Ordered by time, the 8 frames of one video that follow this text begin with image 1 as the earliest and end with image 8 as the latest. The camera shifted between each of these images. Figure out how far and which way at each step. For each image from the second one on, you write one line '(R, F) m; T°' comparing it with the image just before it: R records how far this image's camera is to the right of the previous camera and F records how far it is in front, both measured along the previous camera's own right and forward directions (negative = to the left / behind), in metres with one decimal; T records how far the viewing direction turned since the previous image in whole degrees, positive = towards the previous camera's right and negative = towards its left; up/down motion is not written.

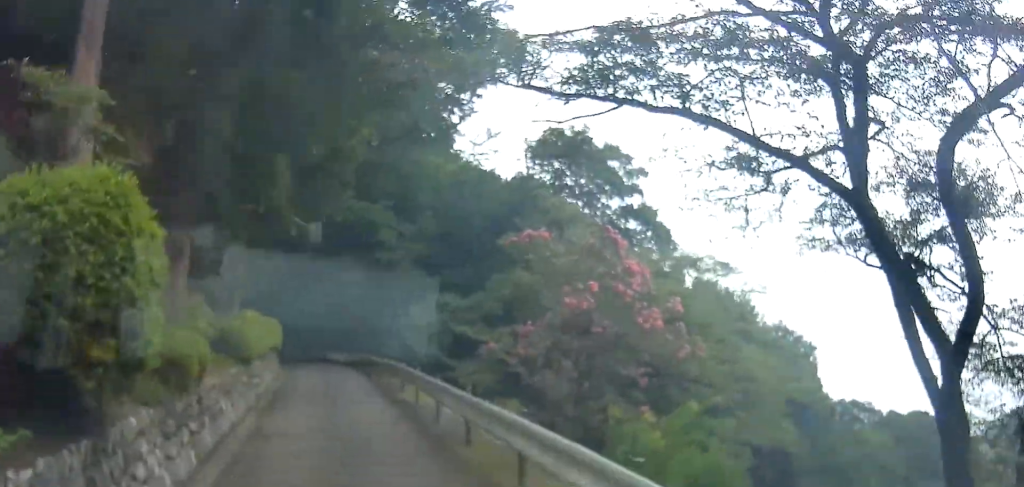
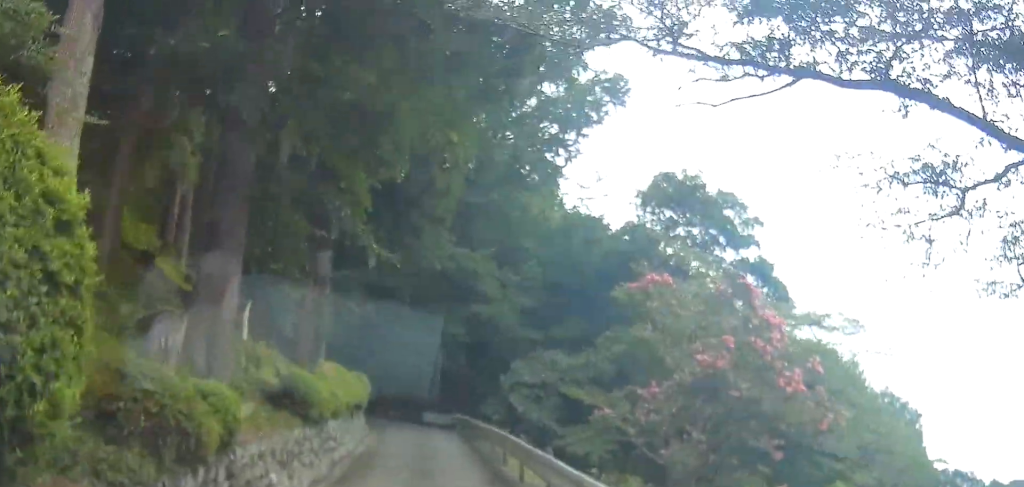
(-0.1, +3.0) m; -10°
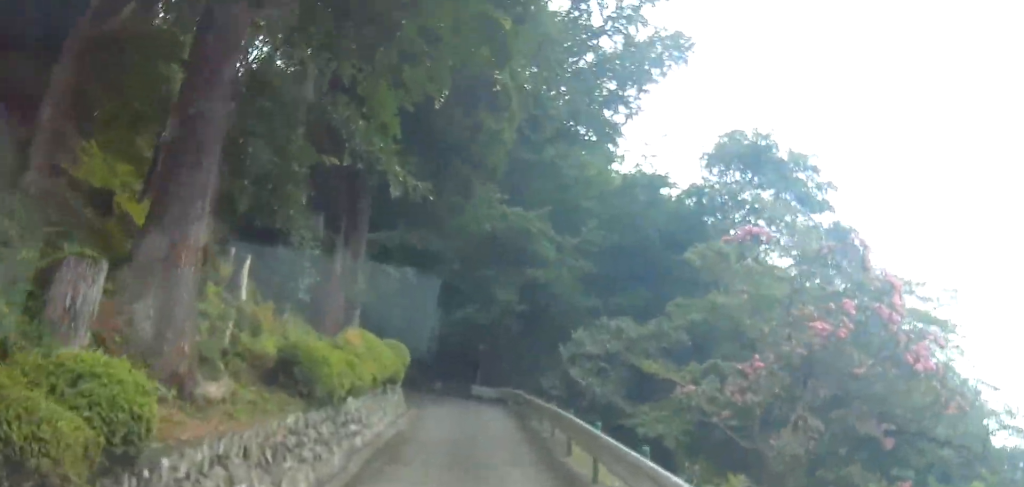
(-0.6, +3.4) m; -4°
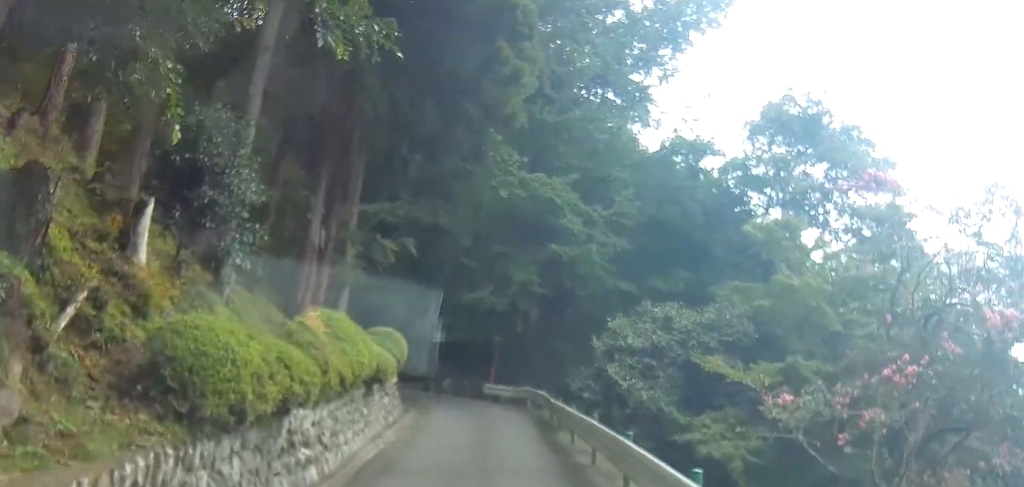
(+0.2, +4.6) m; +4°
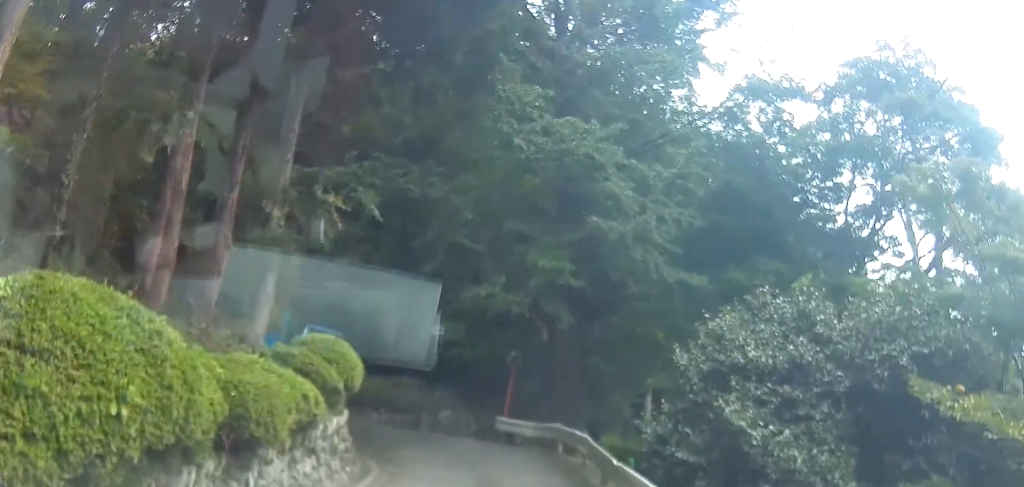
(+0.2, +8.0) m; -5°
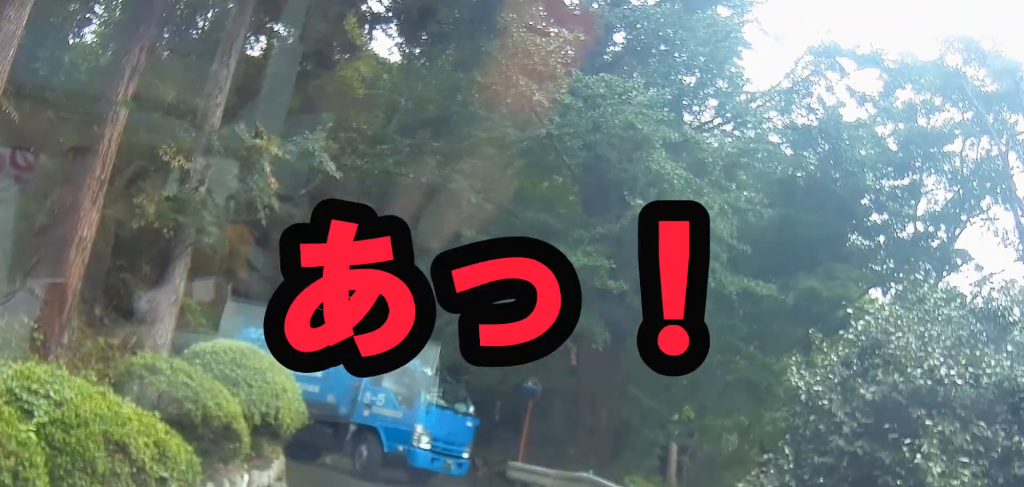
(-1.1, +5.0) m; -26°
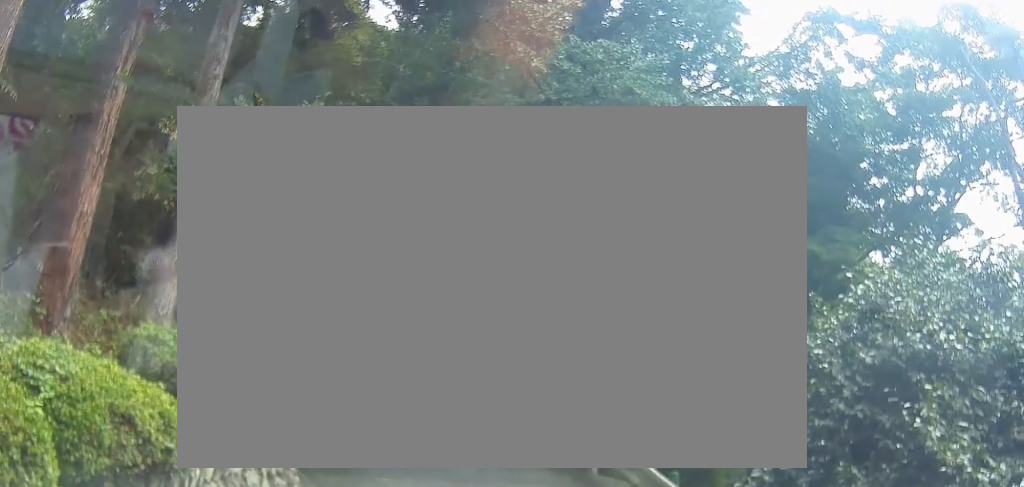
(-0.2, +1.3) m; -6°
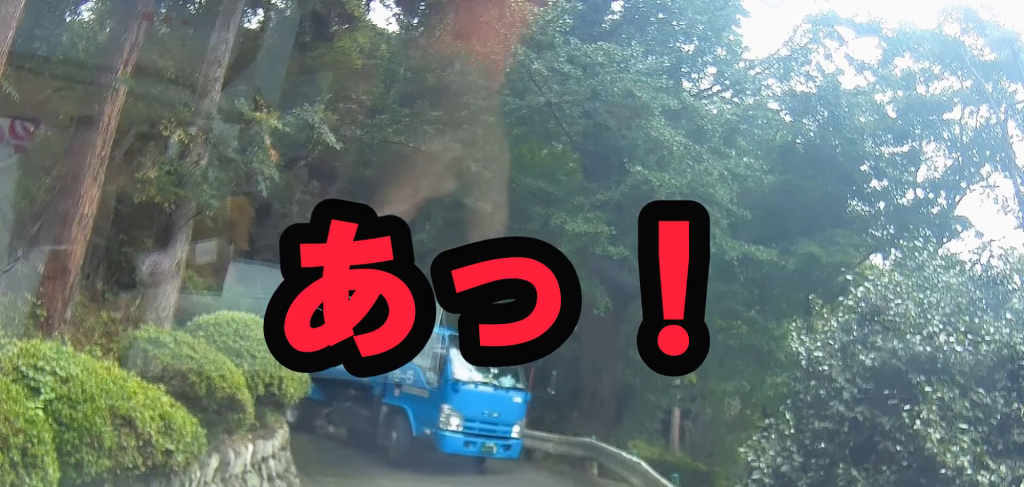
(0.0, +1.6) m; -6°
